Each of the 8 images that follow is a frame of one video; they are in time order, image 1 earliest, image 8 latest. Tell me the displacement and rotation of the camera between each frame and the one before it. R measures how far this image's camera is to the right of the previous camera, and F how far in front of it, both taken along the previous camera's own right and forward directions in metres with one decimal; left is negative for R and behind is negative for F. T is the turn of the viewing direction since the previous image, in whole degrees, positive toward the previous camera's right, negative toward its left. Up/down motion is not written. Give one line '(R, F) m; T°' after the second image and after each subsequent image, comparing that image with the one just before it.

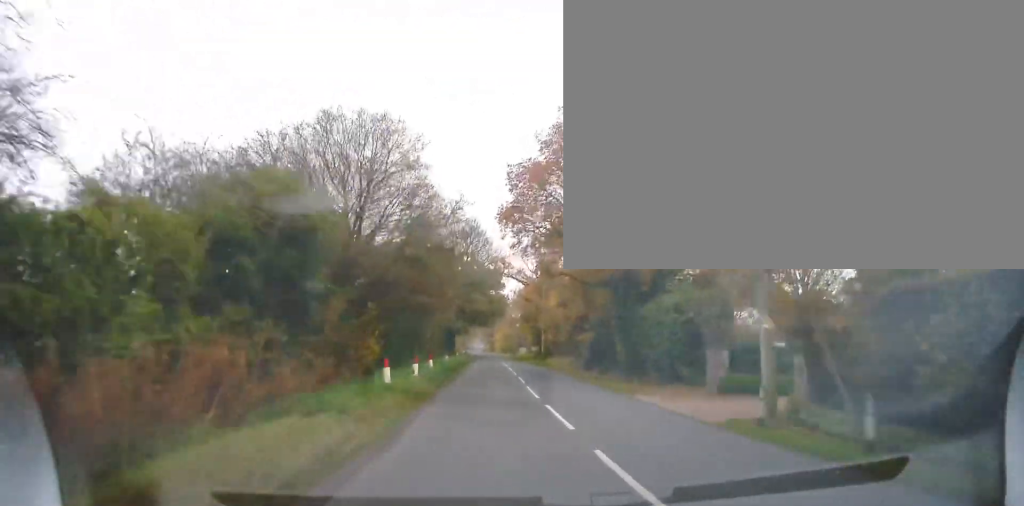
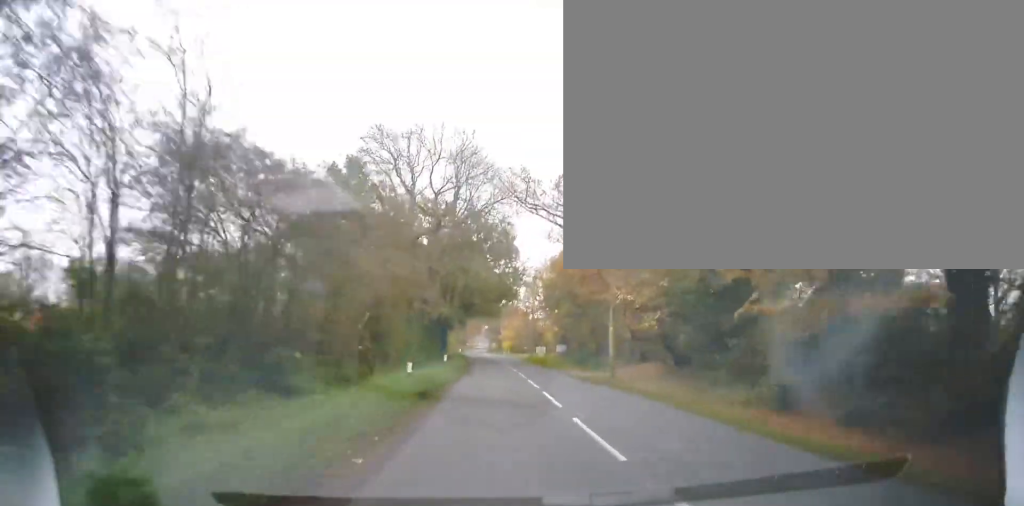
(-0.7, +27.3) m; -2°
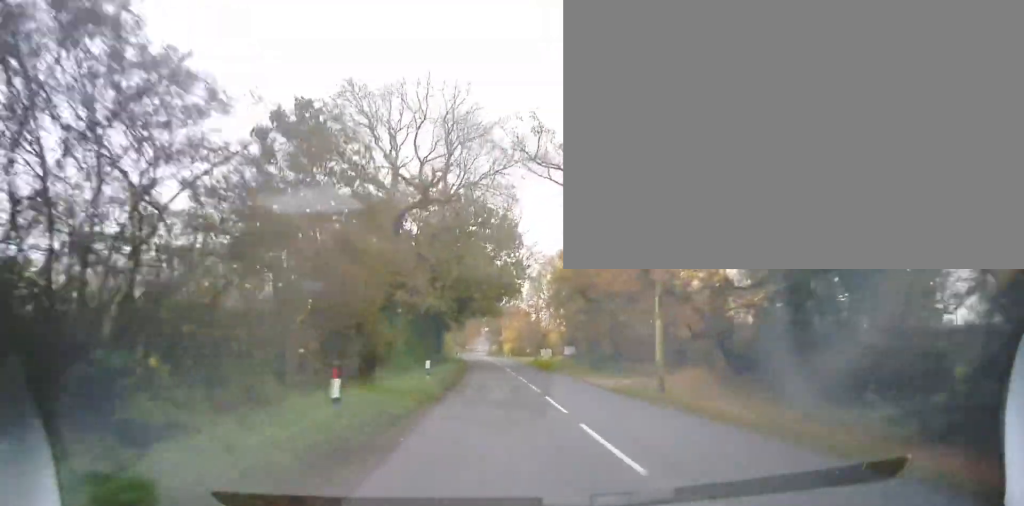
(0.0, +6.9) m; +1°
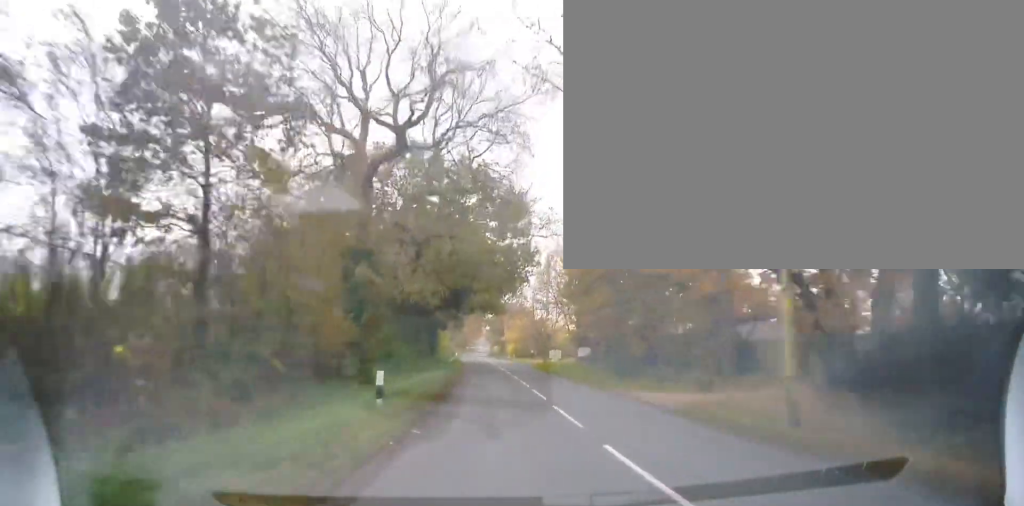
(+0.1, +8.1) m; +2°
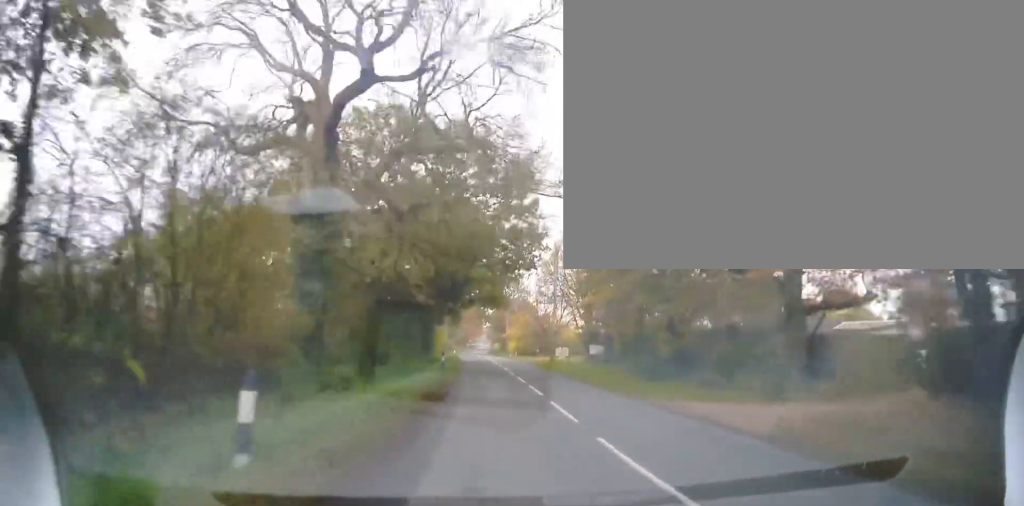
(+0.1, +5.7) m; 0°
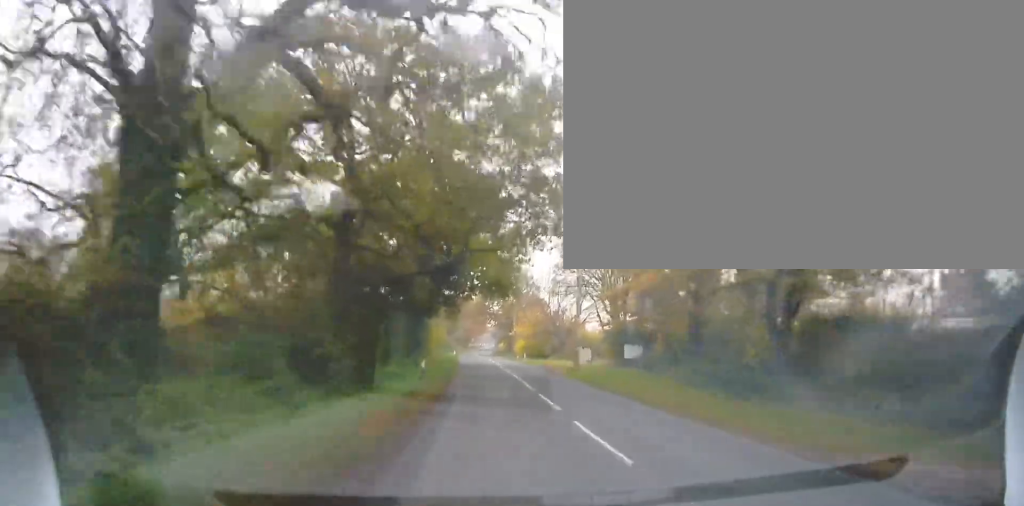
(+0.1, +10.1) m; -1°
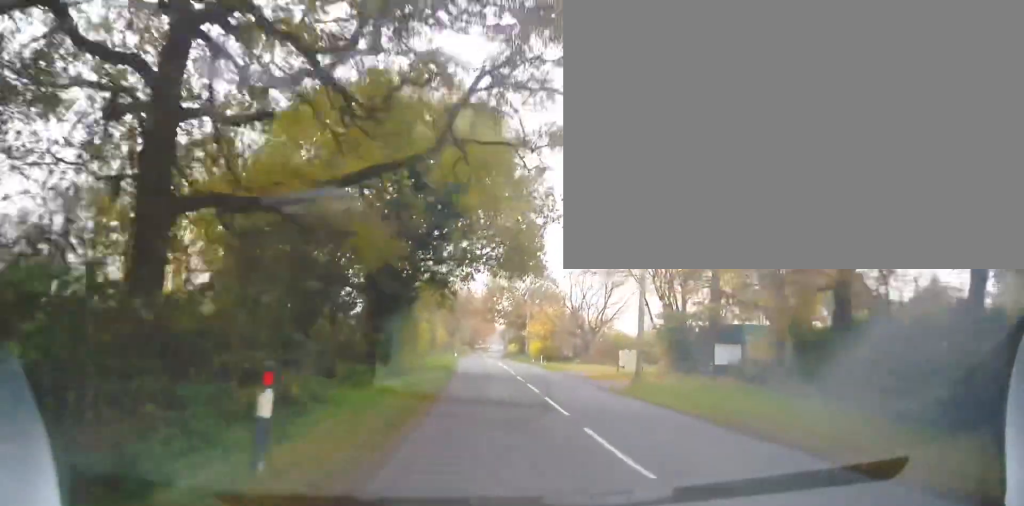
(-0.3, +12.7) m; -2°
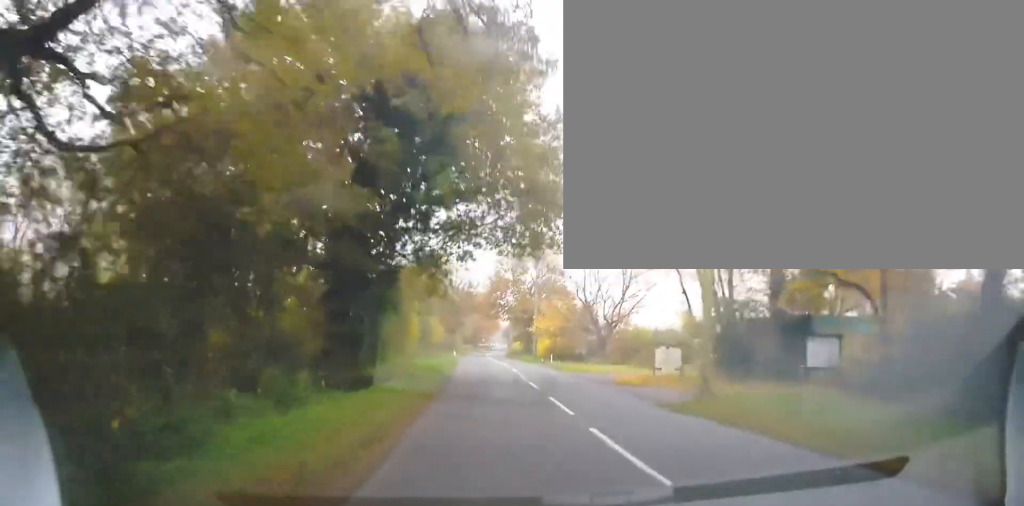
(-0.1, +5.9) m; 0°
